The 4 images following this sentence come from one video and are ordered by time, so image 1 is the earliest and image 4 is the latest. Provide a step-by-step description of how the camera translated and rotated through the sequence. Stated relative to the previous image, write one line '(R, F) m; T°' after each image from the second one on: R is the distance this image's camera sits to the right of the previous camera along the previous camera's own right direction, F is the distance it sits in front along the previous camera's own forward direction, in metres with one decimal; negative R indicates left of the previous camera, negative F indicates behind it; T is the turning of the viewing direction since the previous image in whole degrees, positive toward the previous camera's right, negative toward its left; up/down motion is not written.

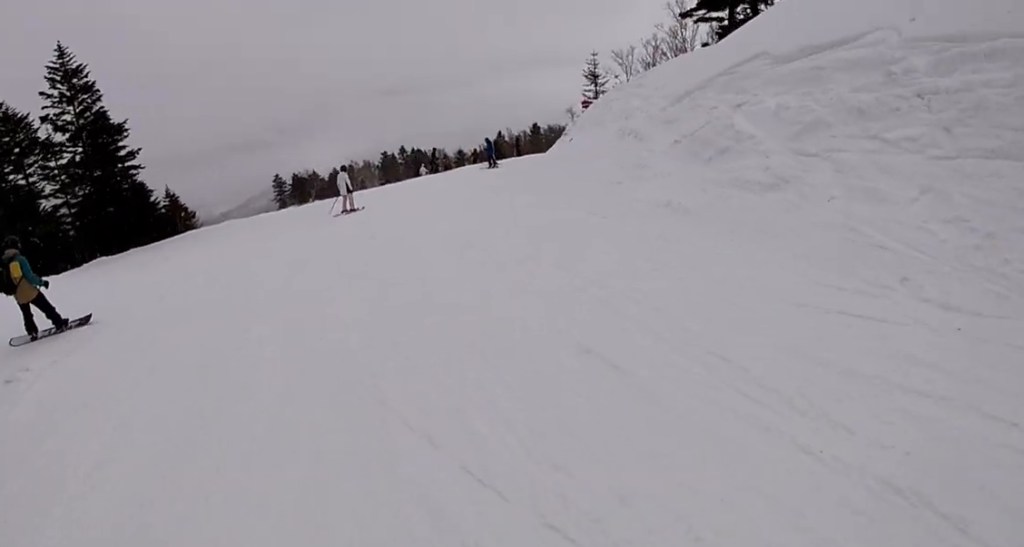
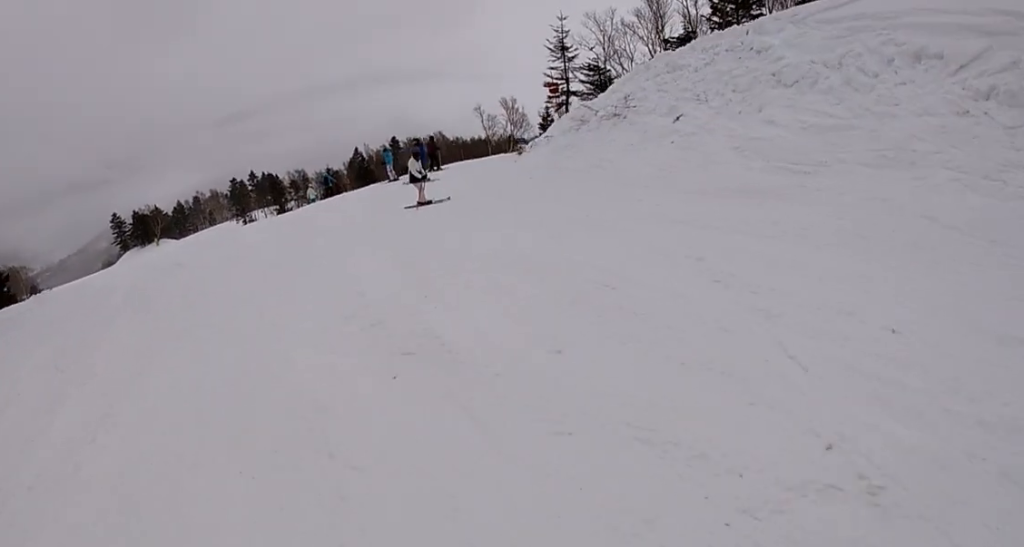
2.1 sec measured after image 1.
(+2.1, +11.7) m; +13°
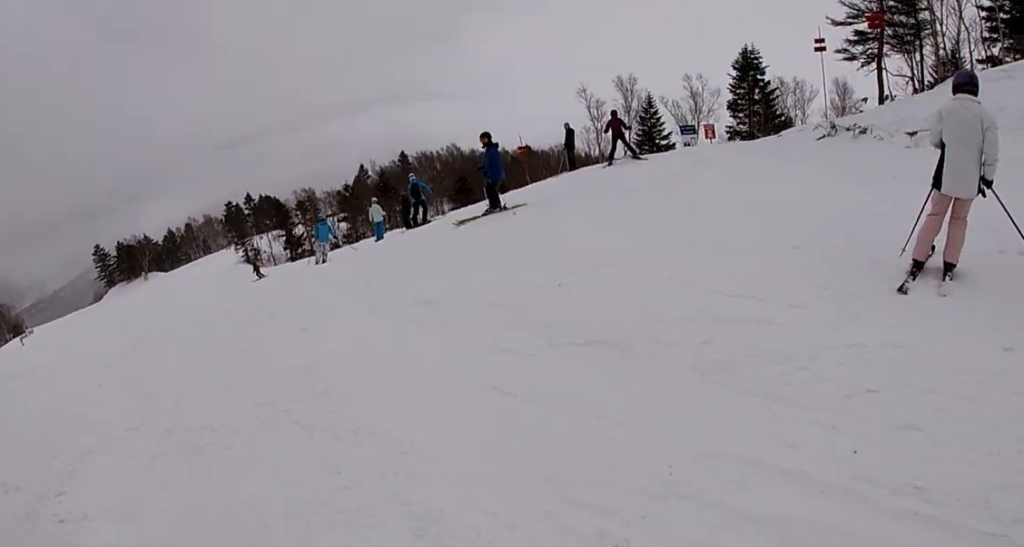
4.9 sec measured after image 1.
(0.0, +14.3) m; +9°
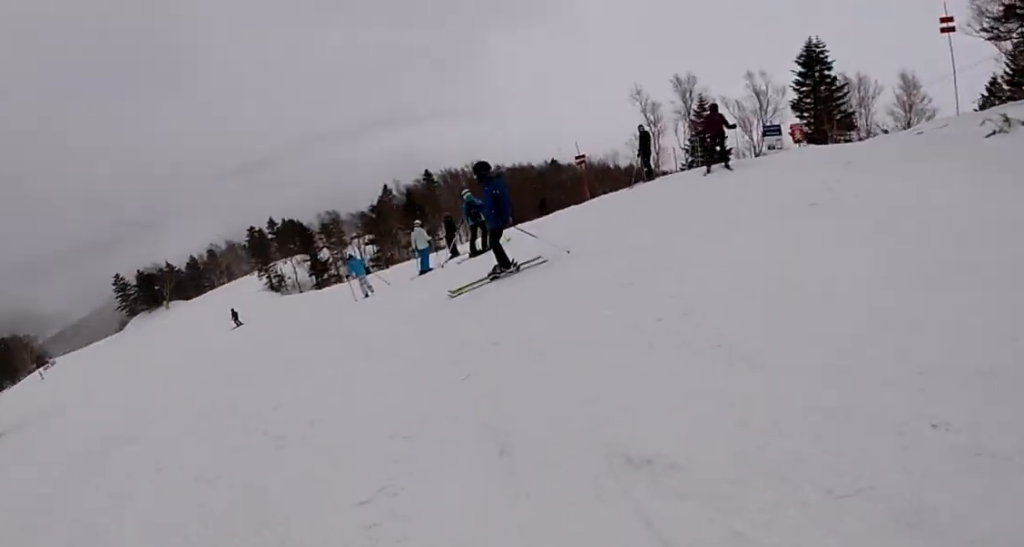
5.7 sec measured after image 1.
(+0.3, +3.3) m; +1°
